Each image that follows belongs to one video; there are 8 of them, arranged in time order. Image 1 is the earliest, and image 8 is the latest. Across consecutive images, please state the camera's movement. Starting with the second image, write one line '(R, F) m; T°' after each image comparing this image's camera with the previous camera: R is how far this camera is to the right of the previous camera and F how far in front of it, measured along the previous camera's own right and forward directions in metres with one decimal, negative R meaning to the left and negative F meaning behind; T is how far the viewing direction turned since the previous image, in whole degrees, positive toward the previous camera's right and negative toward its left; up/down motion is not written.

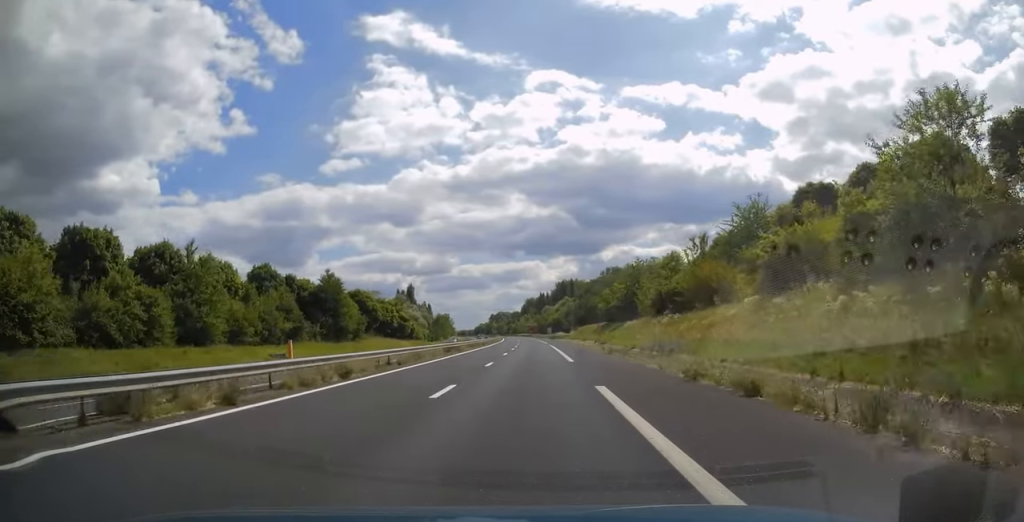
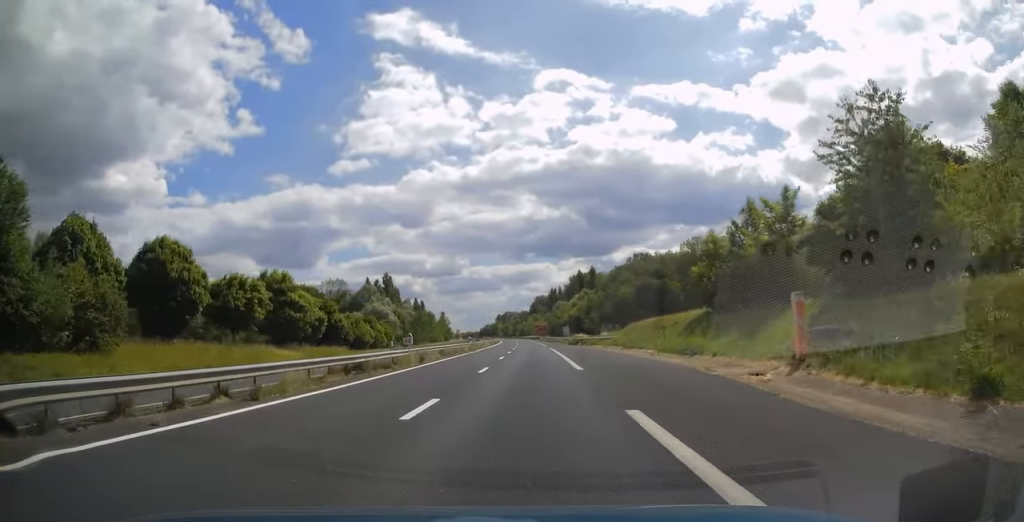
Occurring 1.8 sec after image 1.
(-0.6, +54.6) m; -1°
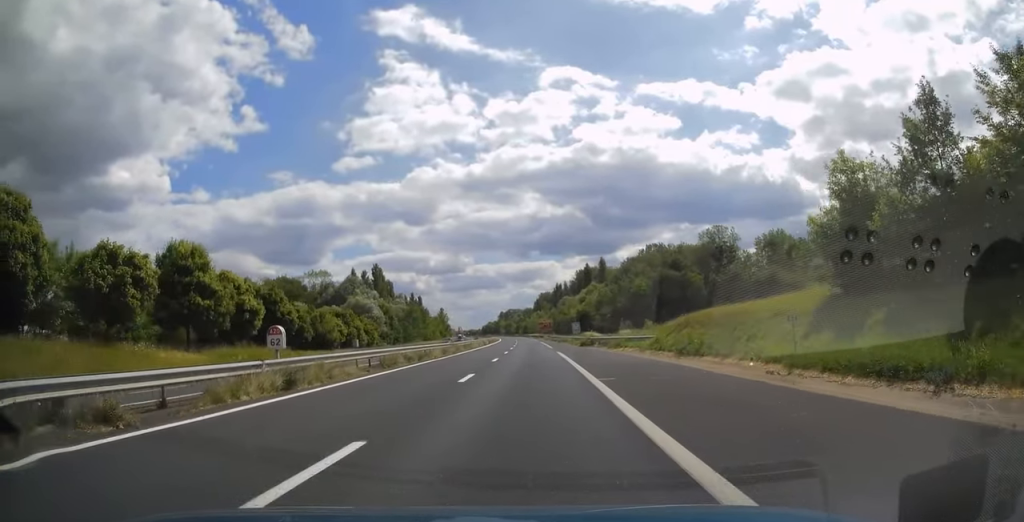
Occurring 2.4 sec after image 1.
(0.0, +18.3) m; 0°
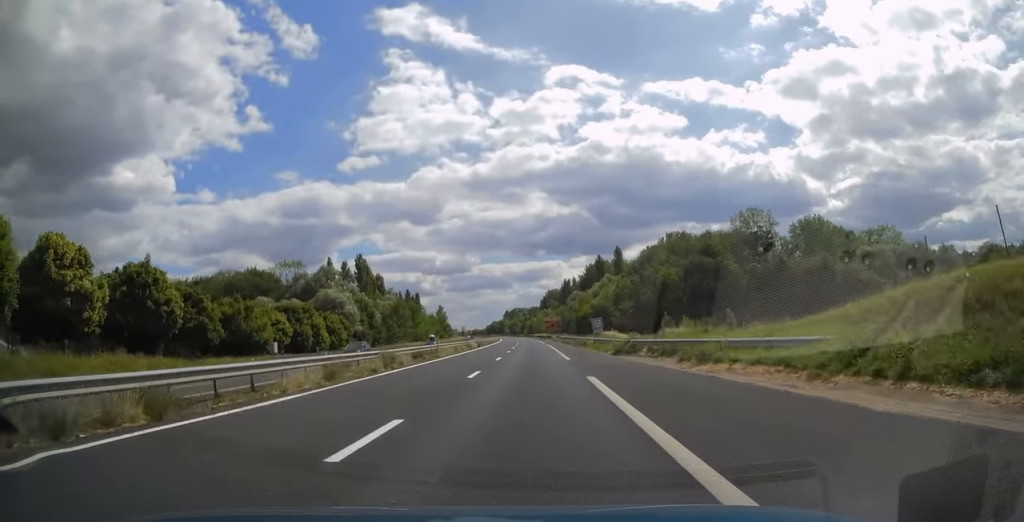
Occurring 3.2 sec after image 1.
(-0.2, +23.6) m; -1°
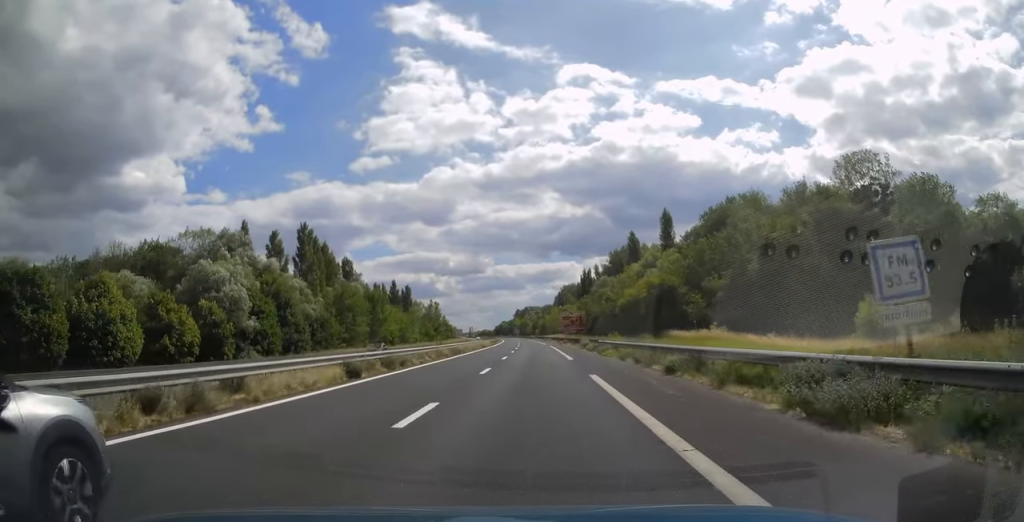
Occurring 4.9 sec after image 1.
(-0.7, +49.3) m; -1°
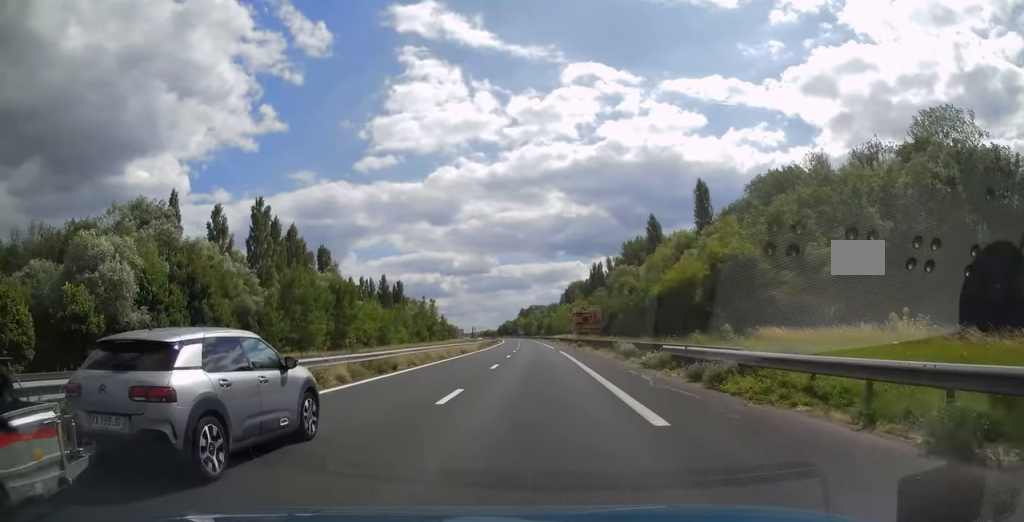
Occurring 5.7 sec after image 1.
(0.0, +22.7) m; 0°
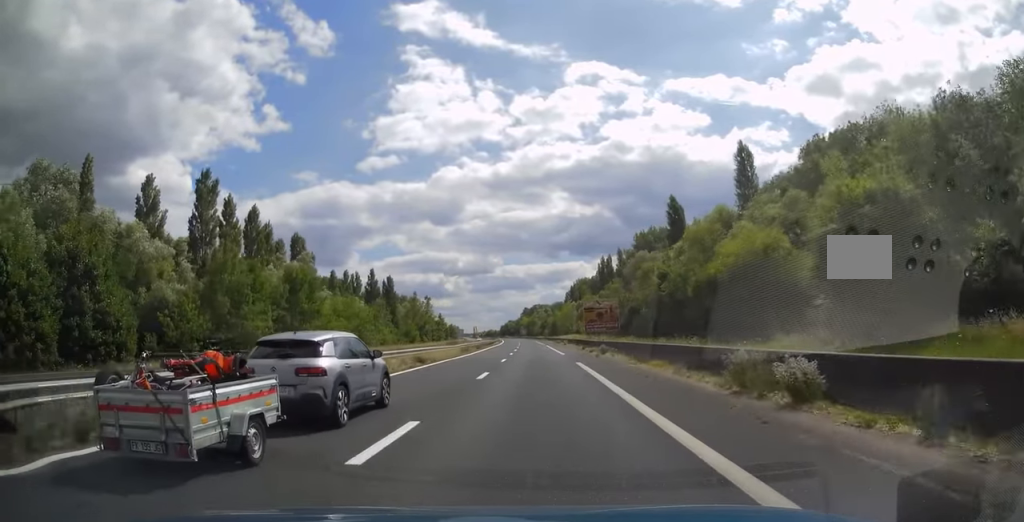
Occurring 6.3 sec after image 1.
(0.0, +18.7) m; 0°
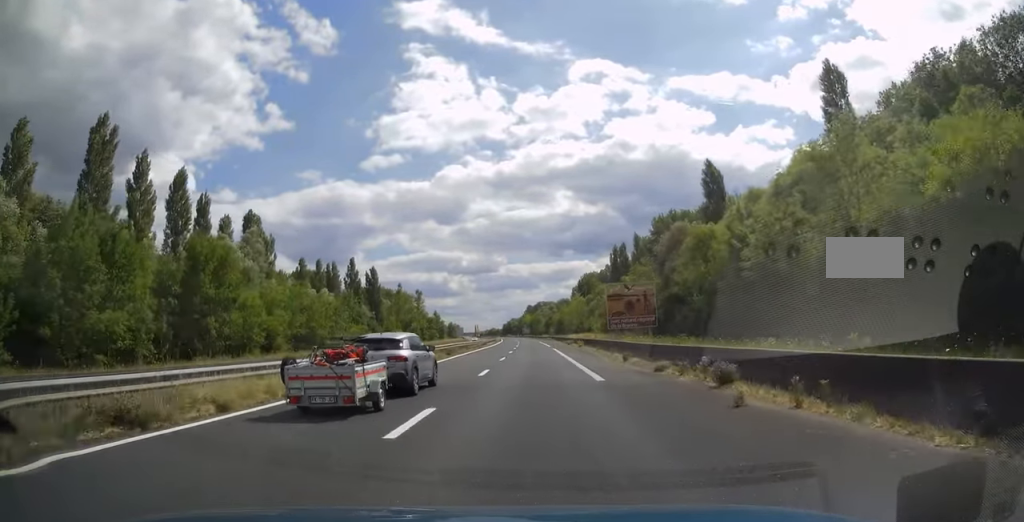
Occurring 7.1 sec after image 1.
(-0.1, +24.2) m; -1°
